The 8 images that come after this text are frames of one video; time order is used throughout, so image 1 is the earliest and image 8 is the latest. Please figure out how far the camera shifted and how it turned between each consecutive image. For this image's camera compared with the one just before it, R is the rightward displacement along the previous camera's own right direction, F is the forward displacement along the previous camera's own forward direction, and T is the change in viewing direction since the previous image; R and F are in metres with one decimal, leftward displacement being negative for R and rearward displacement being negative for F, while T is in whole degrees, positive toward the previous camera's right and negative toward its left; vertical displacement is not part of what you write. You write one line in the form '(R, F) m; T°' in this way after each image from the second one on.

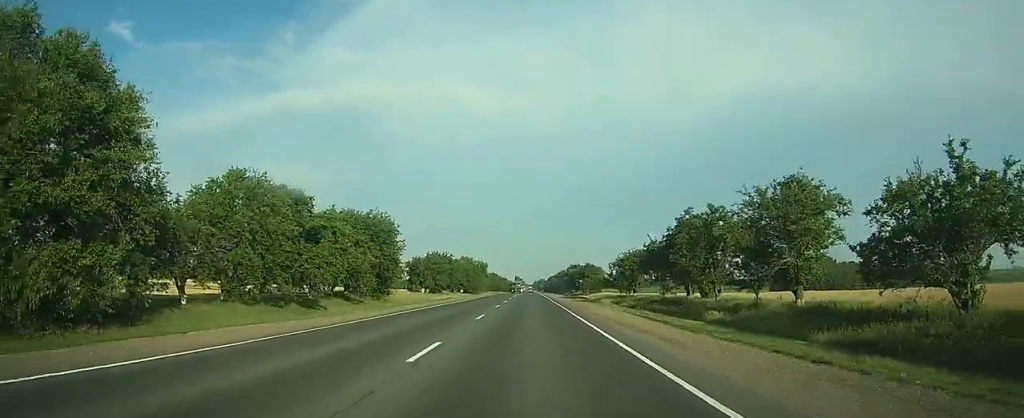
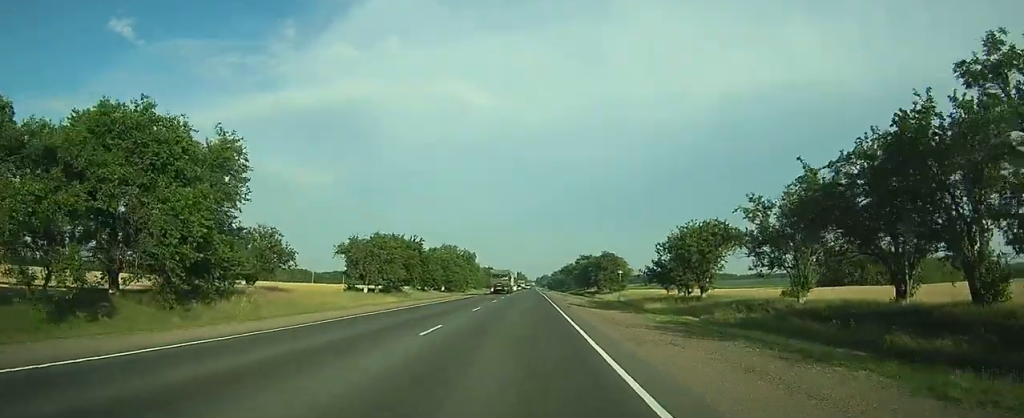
(+0.3, +43.9) m; 0°
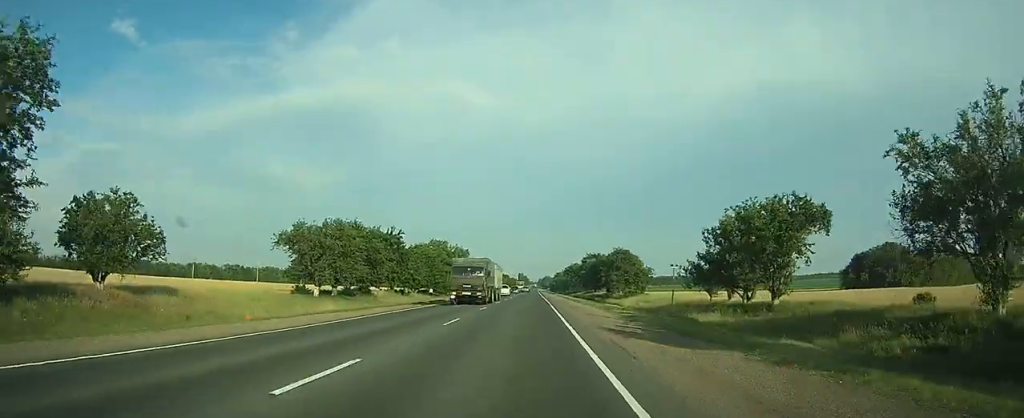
(0.0, +19.8) m; 0°
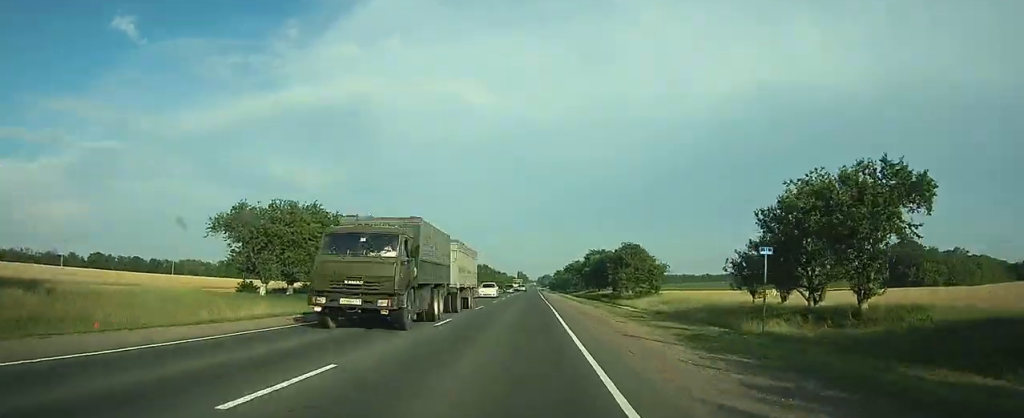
(0.0, +13.1) m; 0°
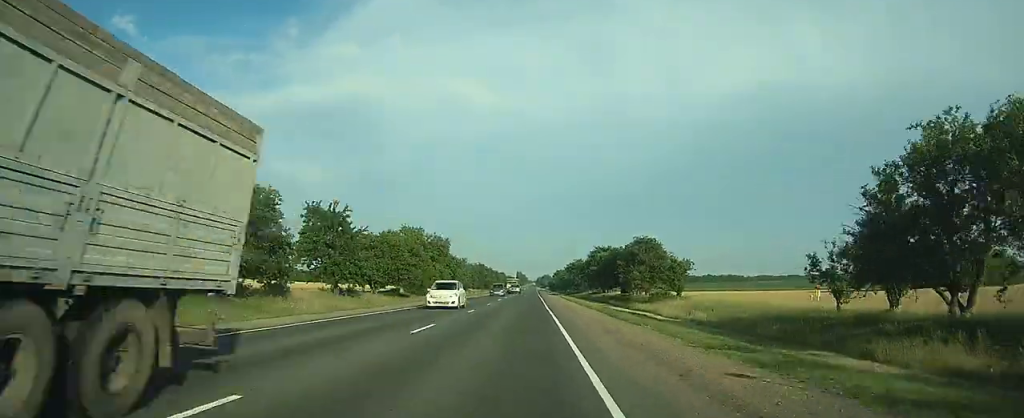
(0.0, +14.8) m; 0°
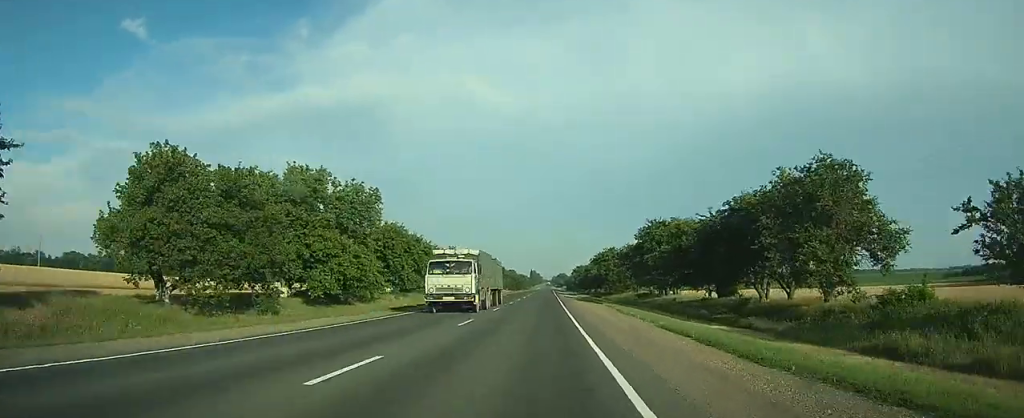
(-0.3, +56.4) m; -1°
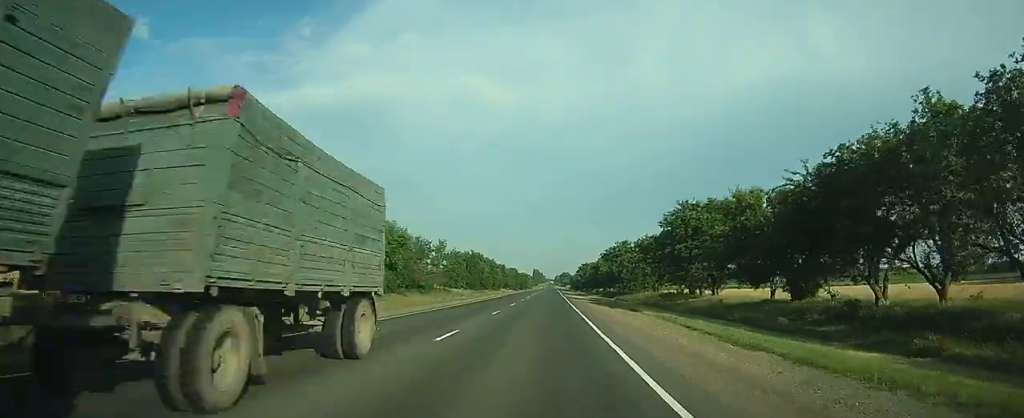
(-0.1, +18.0) m; 0°
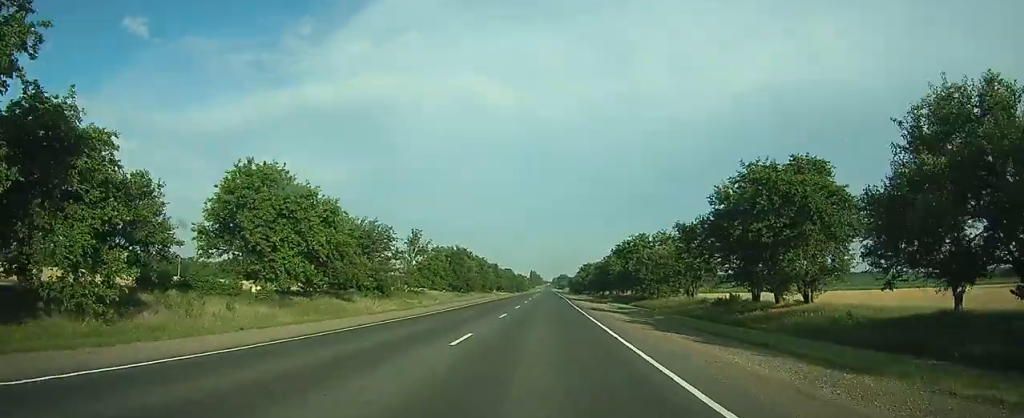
(0.0, +24.2) m; 0°
